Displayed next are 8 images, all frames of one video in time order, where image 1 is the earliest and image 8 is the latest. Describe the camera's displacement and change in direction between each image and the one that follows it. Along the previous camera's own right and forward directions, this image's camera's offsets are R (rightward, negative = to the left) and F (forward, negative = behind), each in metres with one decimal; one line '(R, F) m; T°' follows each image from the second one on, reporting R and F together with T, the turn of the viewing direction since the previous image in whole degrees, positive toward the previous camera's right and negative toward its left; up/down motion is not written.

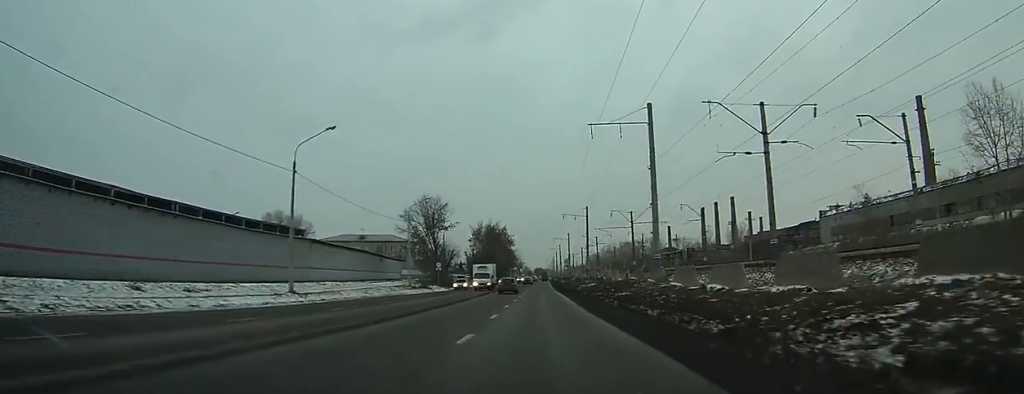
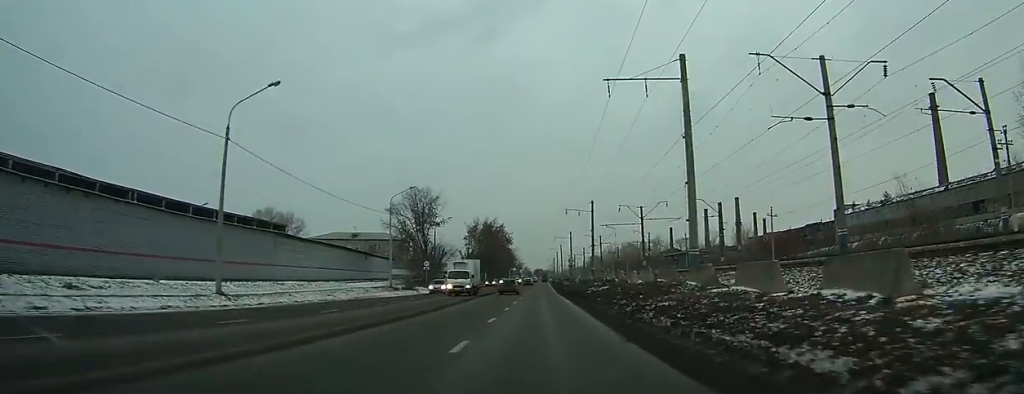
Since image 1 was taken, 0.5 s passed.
(0.0, +8.7) m; 0°
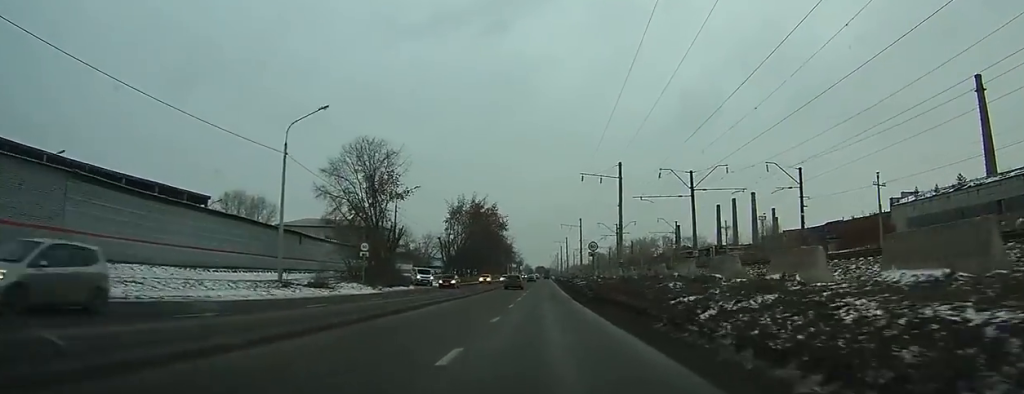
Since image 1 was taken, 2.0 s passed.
(+0.1, +26.5) m; 0°
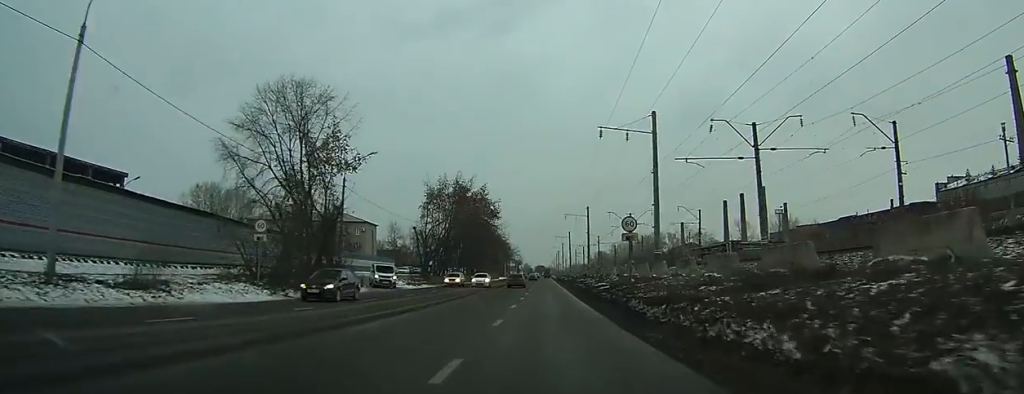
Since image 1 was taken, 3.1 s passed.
(-0.1, +17.7) m; 0°
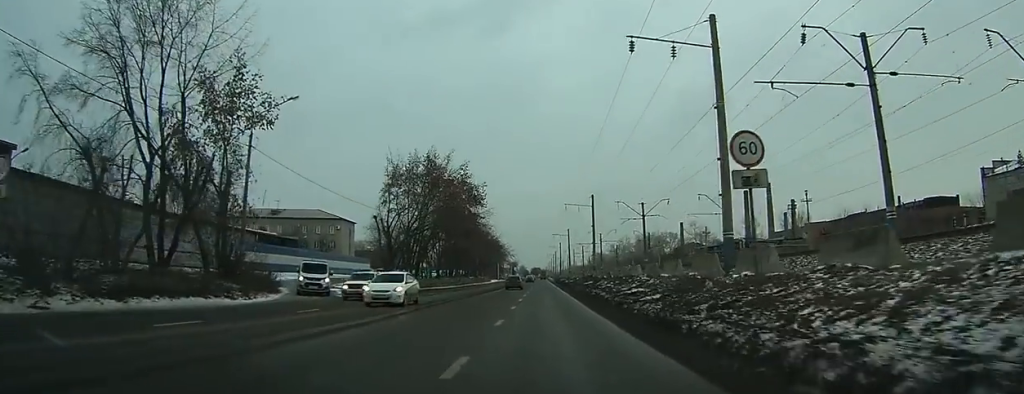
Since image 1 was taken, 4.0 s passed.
(+0.1, +15.9) m; 0°
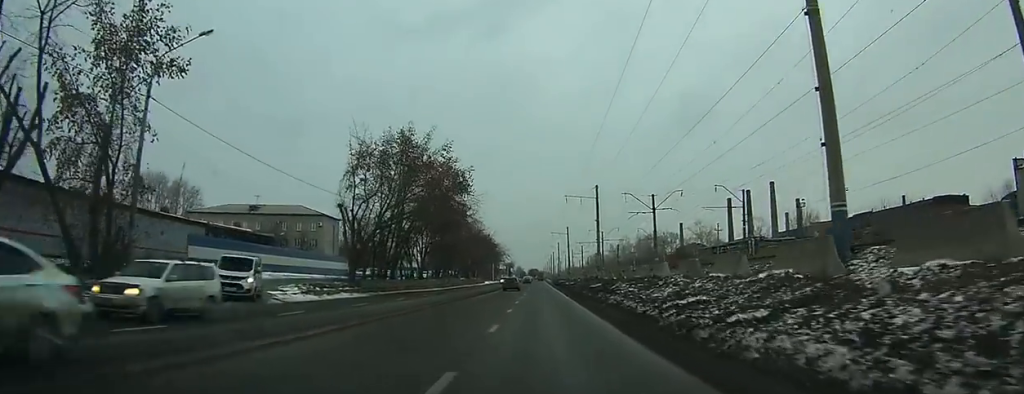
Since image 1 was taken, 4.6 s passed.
(+0.1, +9.6) m; 0°
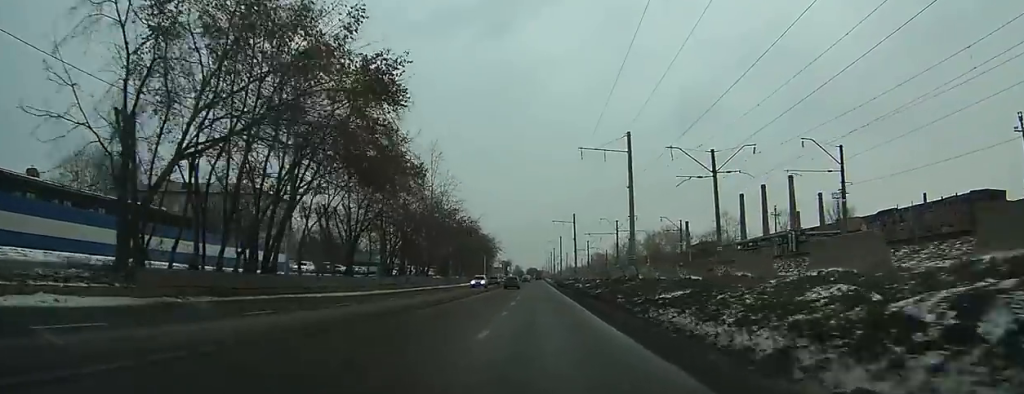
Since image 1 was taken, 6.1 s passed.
(-0.3, +26.4) m; 0°
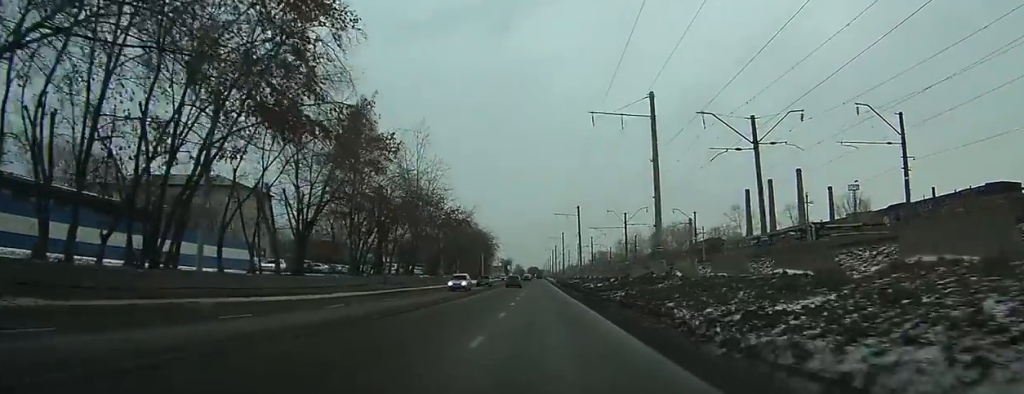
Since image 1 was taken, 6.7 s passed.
(0.0, +9.6) m; 0°
